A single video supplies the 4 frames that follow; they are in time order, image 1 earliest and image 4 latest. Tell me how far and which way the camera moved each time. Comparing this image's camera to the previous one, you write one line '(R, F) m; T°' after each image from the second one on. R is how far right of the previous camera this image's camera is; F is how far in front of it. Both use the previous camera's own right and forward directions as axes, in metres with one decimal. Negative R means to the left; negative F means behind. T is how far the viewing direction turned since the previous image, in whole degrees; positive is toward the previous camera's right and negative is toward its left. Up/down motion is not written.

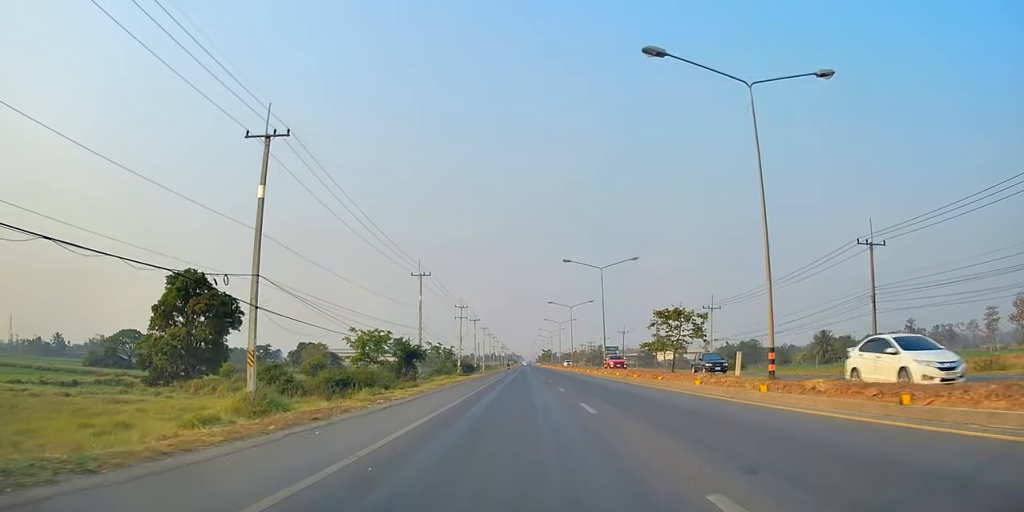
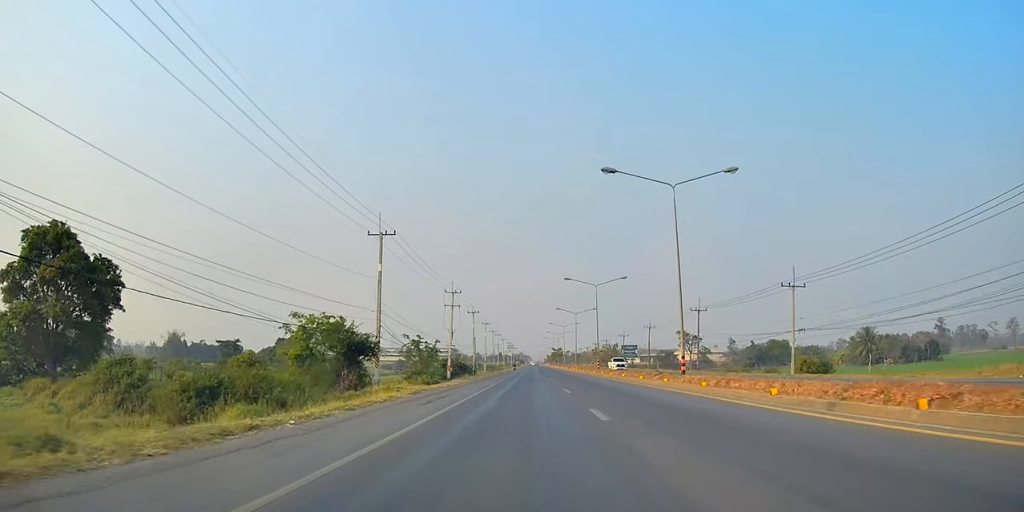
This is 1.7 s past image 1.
(-0.2, +26.0) m; 0°
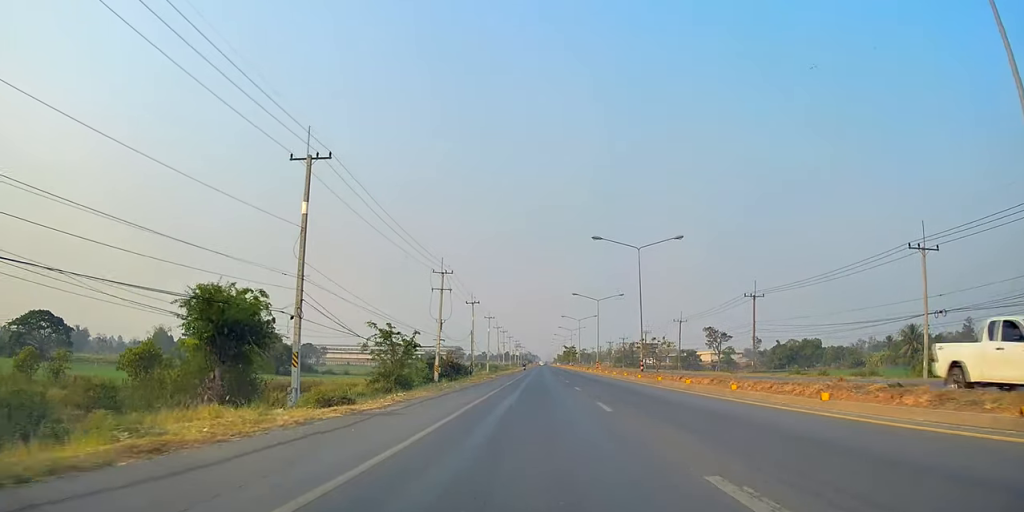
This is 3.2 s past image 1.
(0.0, +22.0) m; -1°
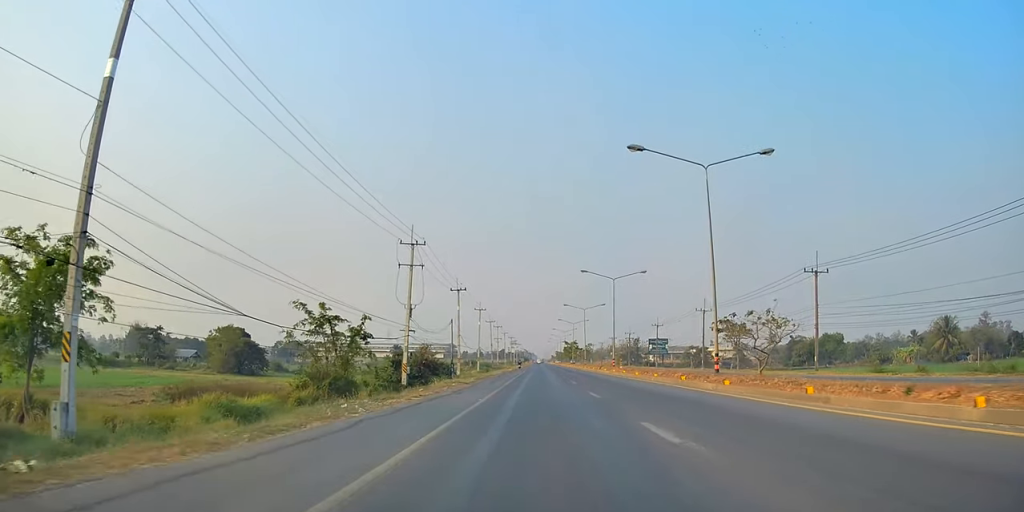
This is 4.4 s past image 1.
(-0.1, +19.1) m; -1°
